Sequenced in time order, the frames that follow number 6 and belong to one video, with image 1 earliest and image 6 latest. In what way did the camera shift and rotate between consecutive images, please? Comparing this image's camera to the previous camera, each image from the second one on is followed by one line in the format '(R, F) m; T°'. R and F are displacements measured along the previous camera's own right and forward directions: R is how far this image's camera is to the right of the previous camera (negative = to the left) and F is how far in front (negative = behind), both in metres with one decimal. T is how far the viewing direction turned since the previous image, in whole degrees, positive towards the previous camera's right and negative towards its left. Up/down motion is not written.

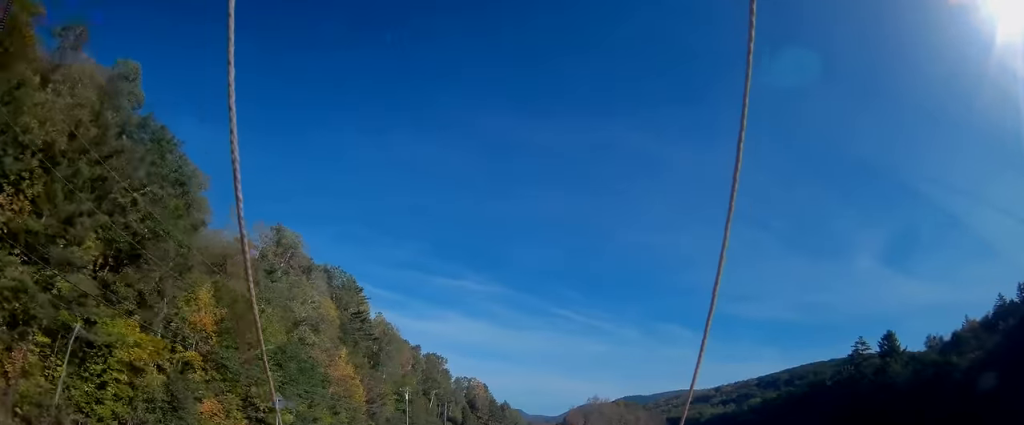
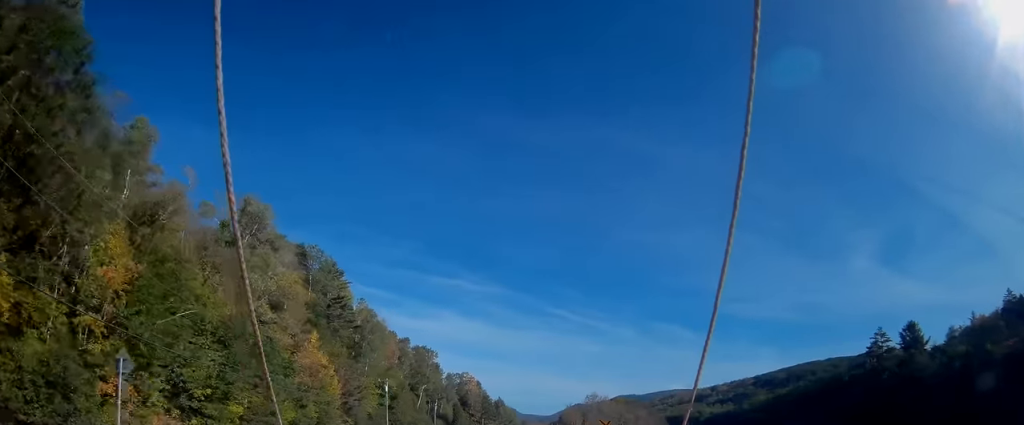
(+0.1, +12.8) m; 0°
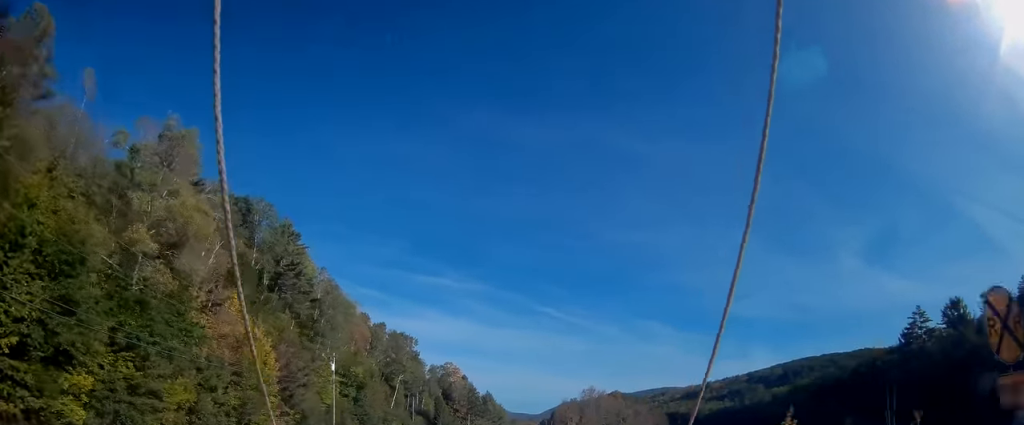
(0.0, +22.5) m; +1°
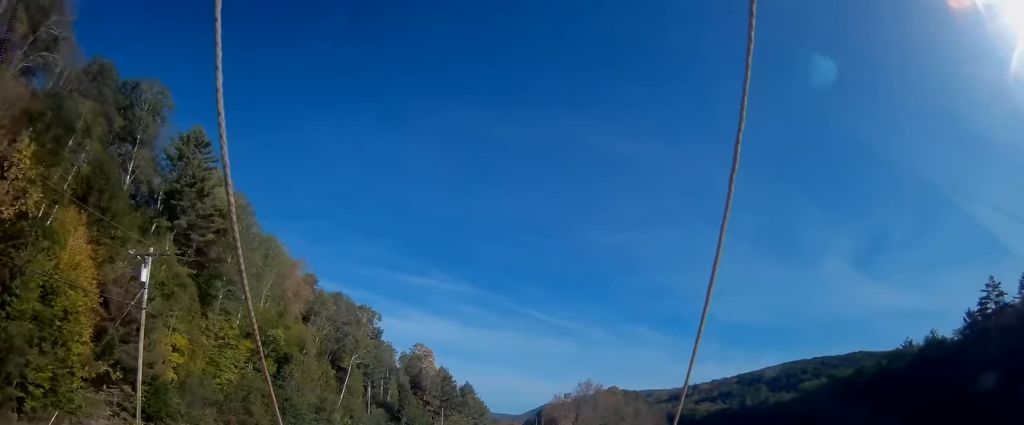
(+0.5, +32.9) m; +2°
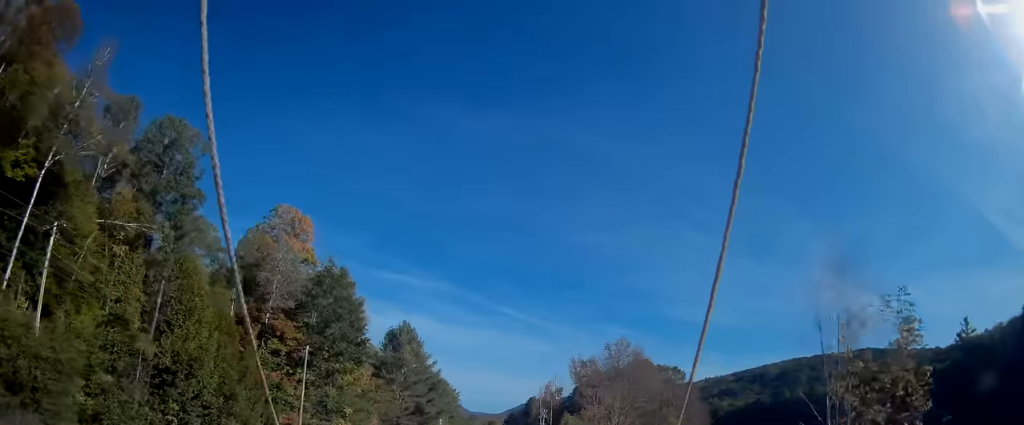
(+2.0, +83.1) m; +2°
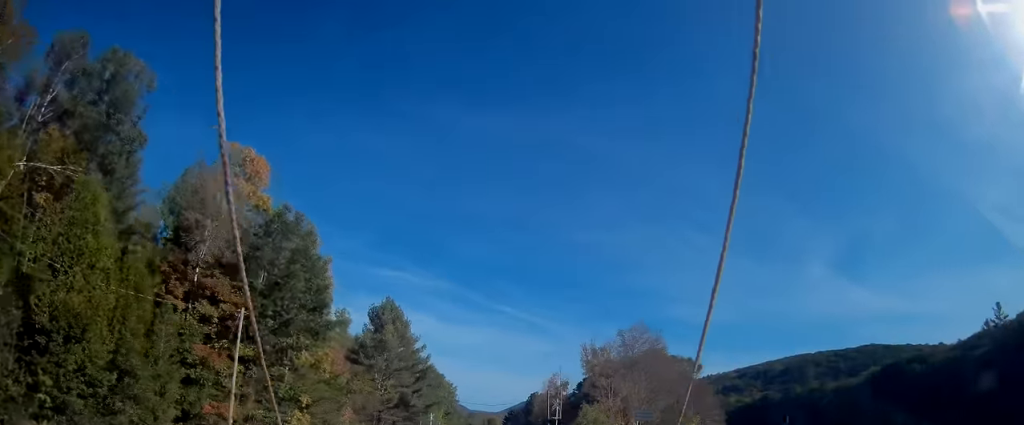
(0.0, +13.0) m; 0°
